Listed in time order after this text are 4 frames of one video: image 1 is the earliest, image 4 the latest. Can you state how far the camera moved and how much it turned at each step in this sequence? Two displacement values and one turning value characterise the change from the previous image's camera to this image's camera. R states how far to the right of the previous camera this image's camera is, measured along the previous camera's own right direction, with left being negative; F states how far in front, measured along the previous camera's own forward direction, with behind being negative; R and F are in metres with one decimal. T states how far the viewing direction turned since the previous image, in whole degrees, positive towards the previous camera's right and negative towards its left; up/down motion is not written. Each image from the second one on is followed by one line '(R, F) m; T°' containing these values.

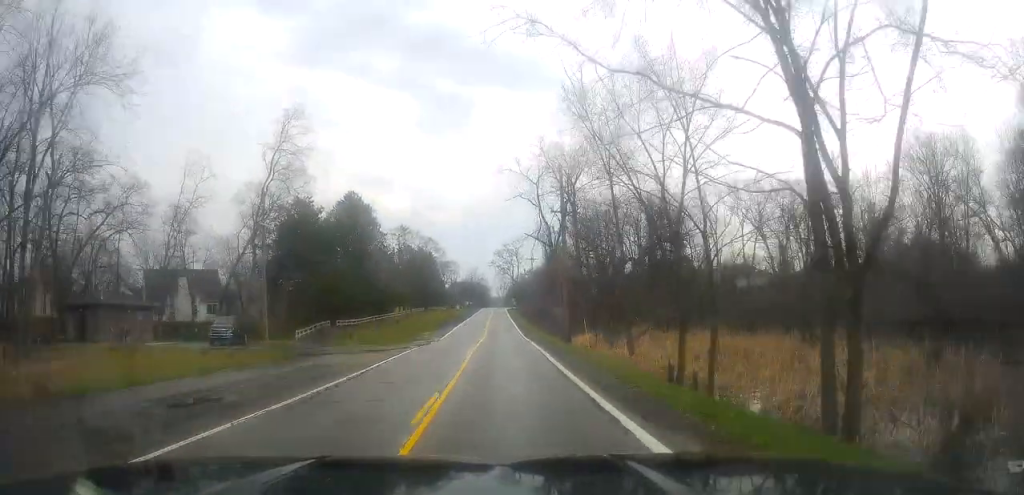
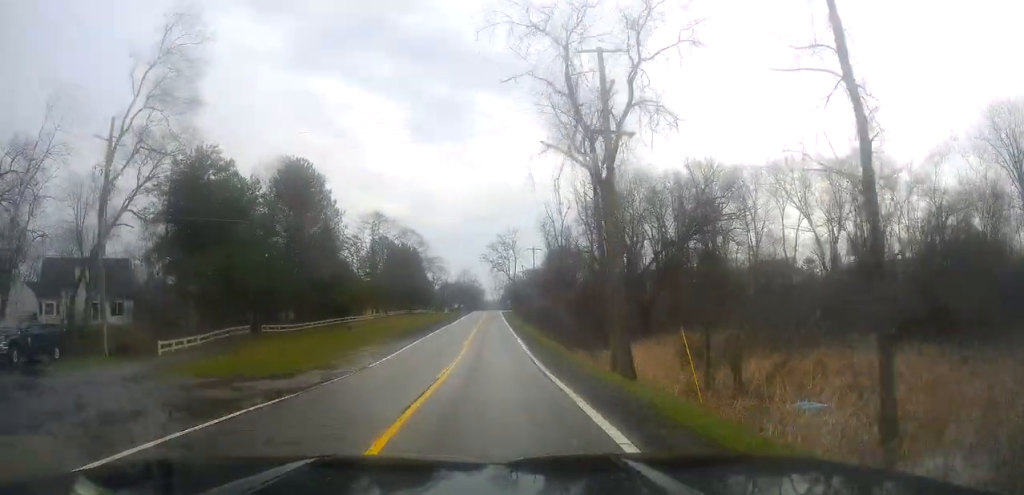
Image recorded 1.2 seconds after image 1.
(+0.2, +22.6) m; +1°
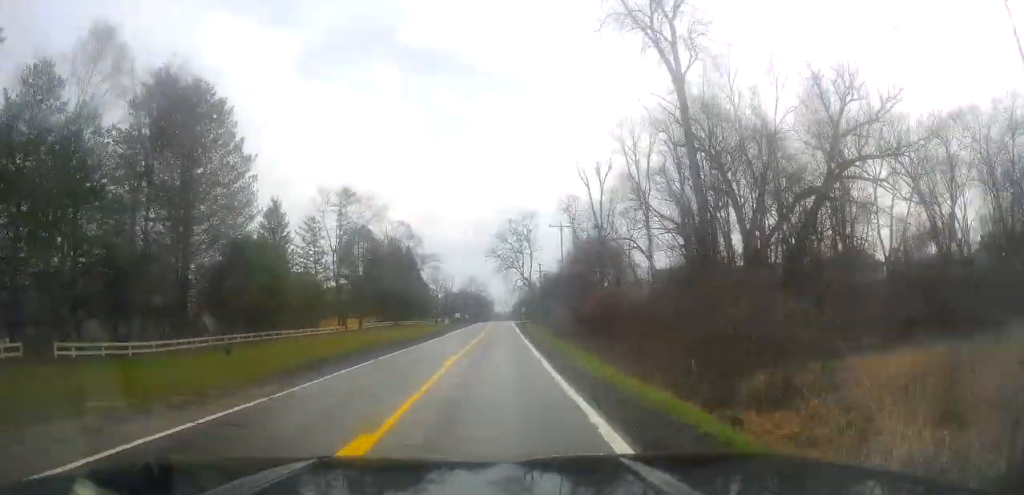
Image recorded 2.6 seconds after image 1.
(0.0, +28.8) m; 0°
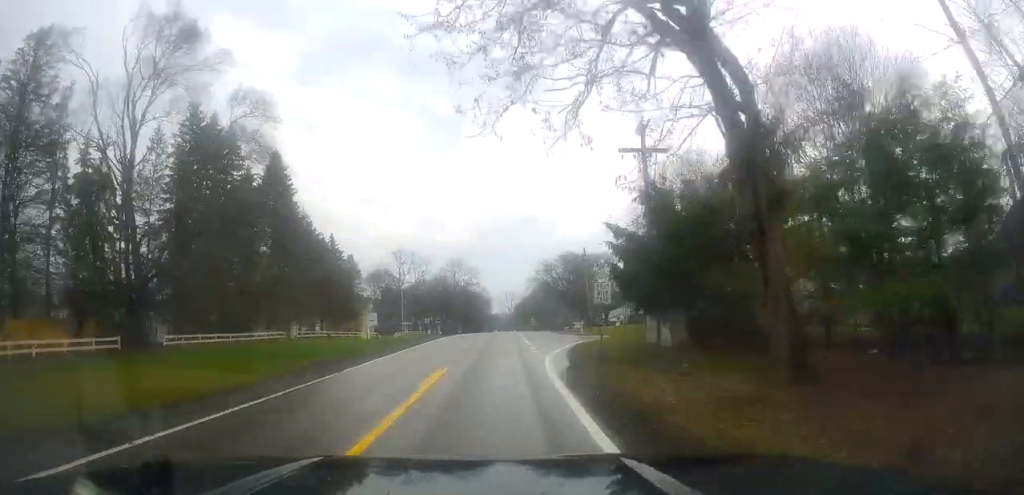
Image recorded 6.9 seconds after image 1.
(+0.9, +82.1) m; 0°
